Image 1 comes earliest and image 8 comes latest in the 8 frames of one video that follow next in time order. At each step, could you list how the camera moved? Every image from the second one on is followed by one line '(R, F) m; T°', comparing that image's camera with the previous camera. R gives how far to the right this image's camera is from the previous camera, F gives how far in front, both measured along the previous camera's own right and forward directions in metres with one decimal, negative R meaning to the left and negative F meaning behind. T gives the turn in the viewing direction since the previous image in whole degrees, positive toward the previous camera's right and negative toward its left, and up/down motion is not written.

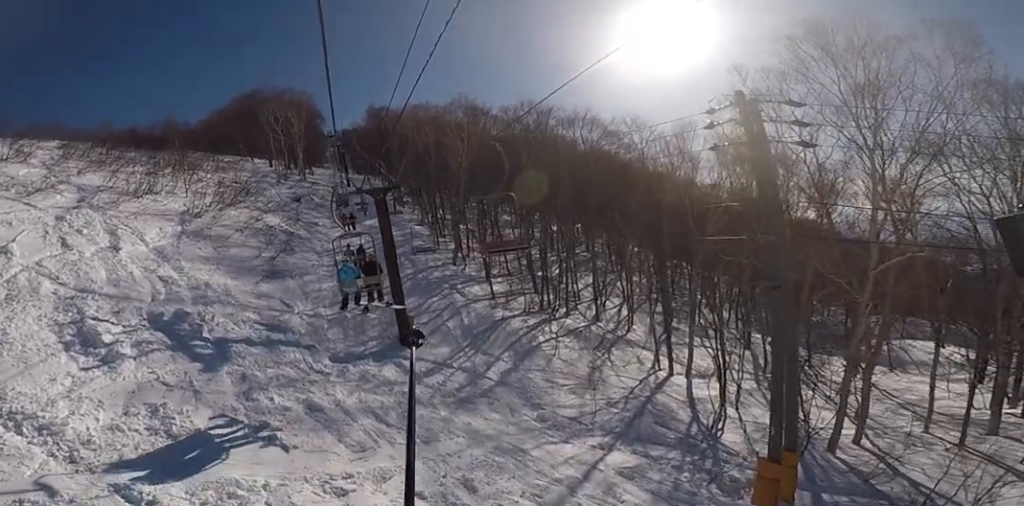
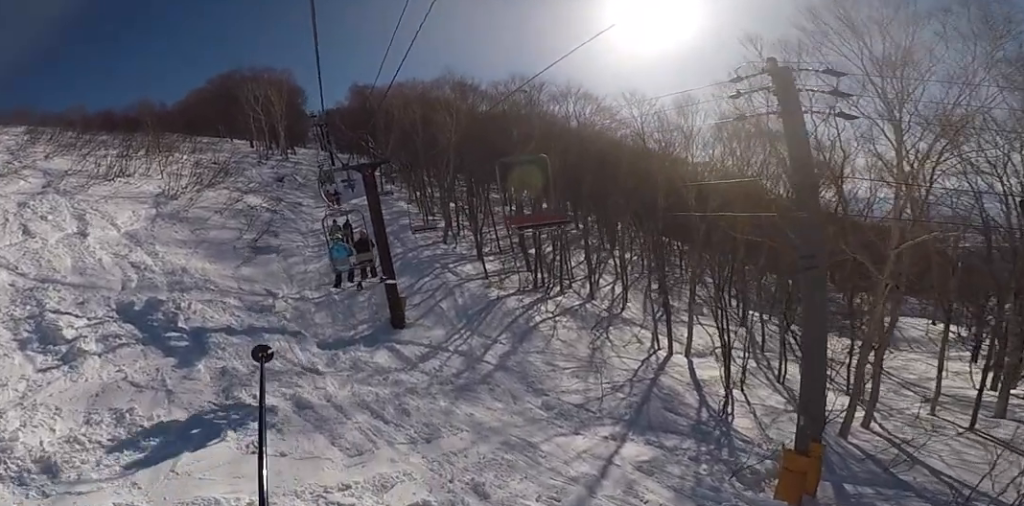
(0.0, +1.2) m; 0°
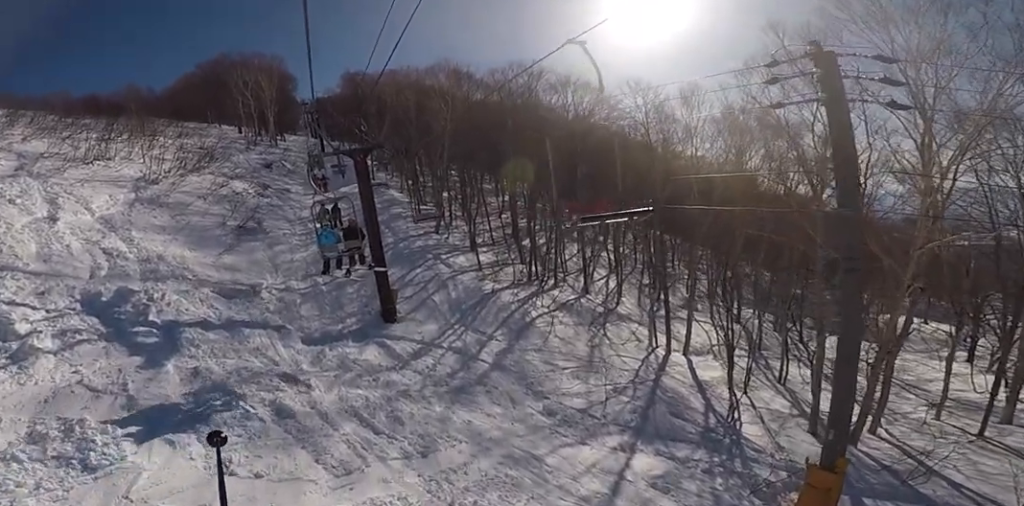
(0.0, +1.2) m; 0°
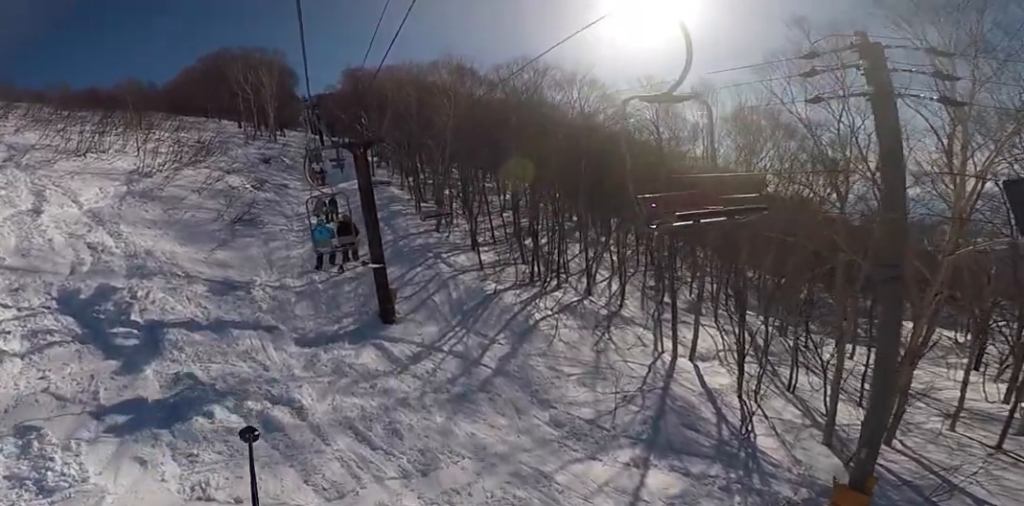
(0.0, +0.9) m; 0°
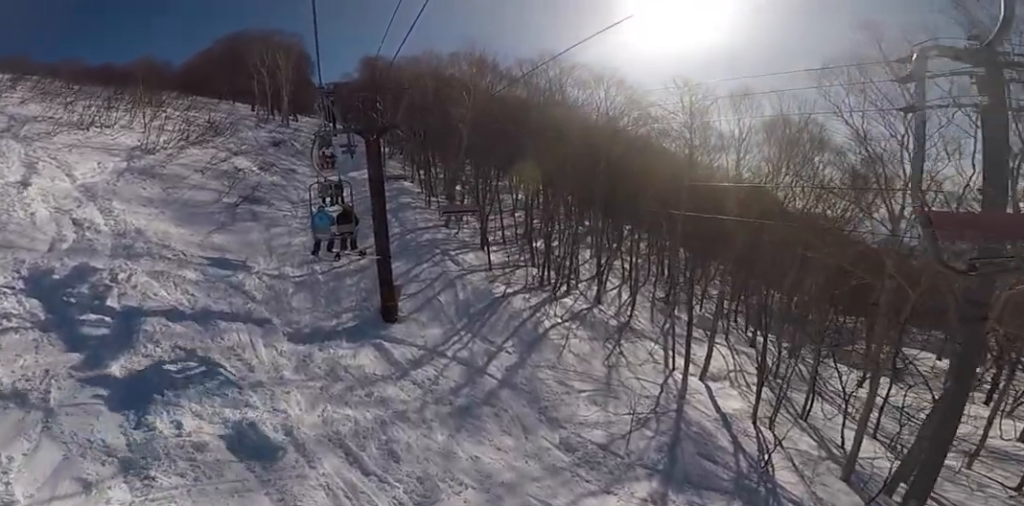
(0.0, +1.2) m; 0°
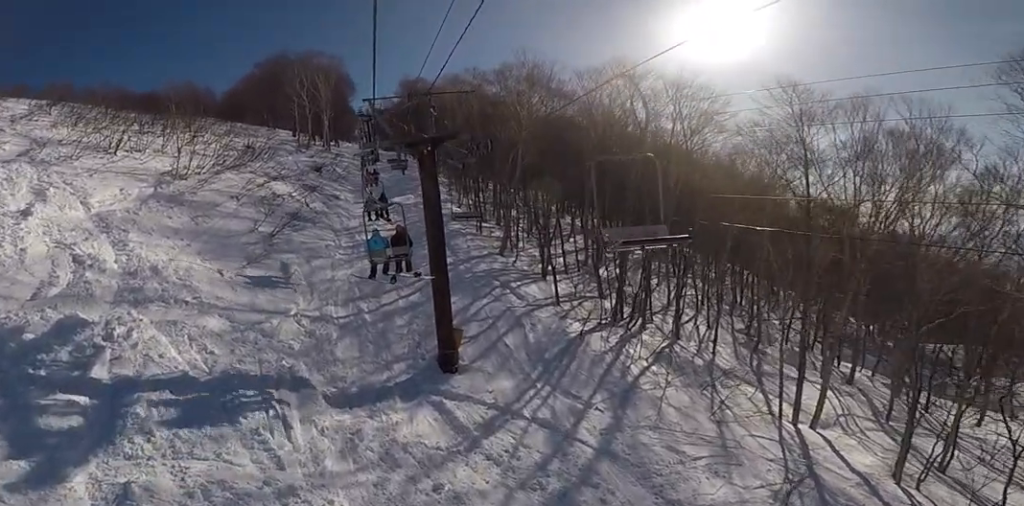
(0.0, +3.5) m; 0°
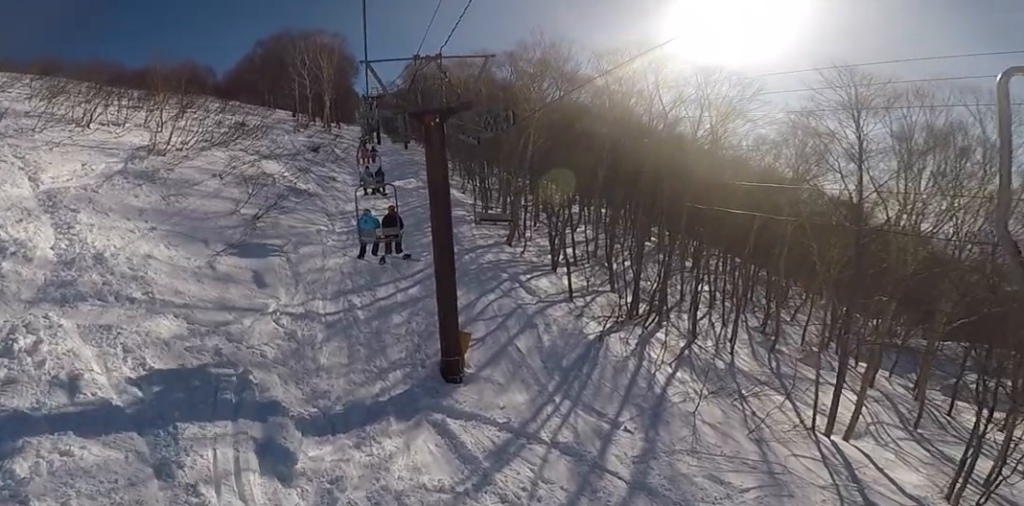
(0.0, +2.7) m; 0°
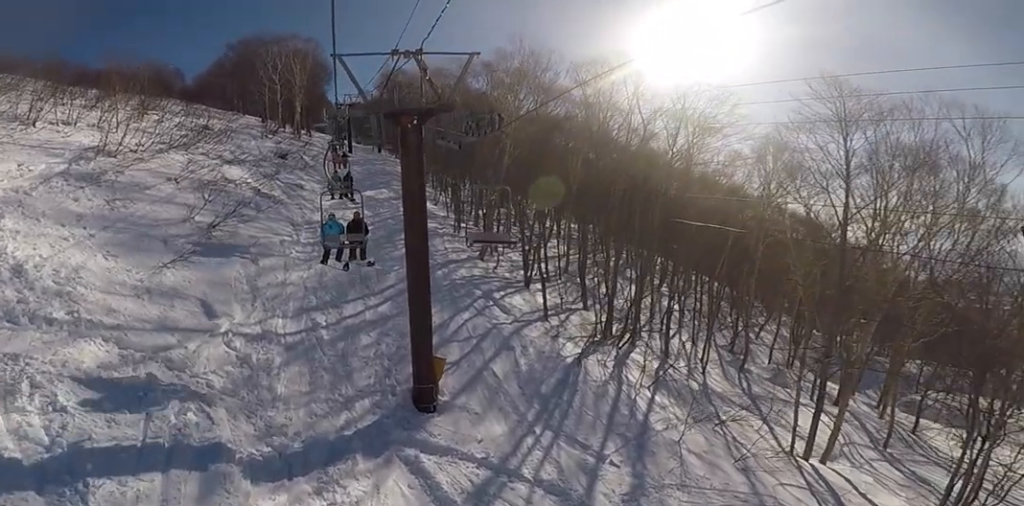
(0.0, +1.3) m; 0°
